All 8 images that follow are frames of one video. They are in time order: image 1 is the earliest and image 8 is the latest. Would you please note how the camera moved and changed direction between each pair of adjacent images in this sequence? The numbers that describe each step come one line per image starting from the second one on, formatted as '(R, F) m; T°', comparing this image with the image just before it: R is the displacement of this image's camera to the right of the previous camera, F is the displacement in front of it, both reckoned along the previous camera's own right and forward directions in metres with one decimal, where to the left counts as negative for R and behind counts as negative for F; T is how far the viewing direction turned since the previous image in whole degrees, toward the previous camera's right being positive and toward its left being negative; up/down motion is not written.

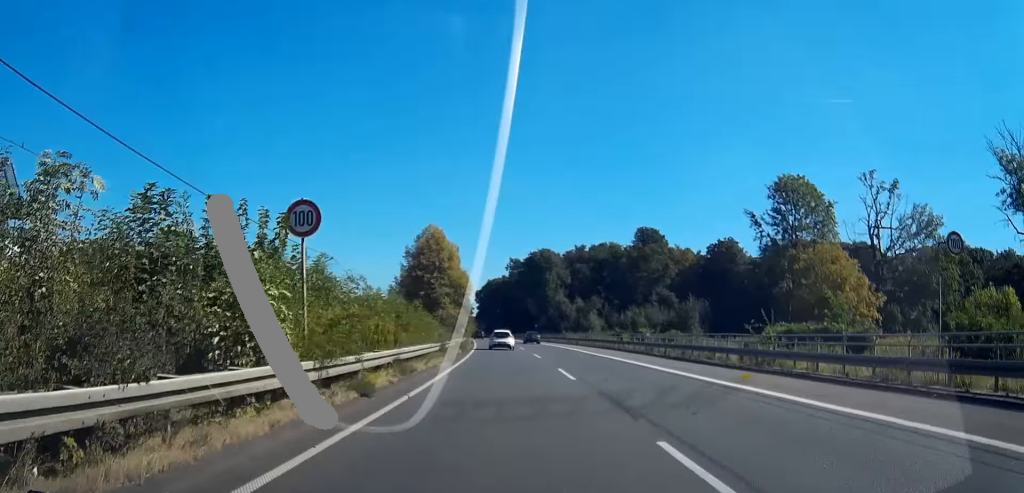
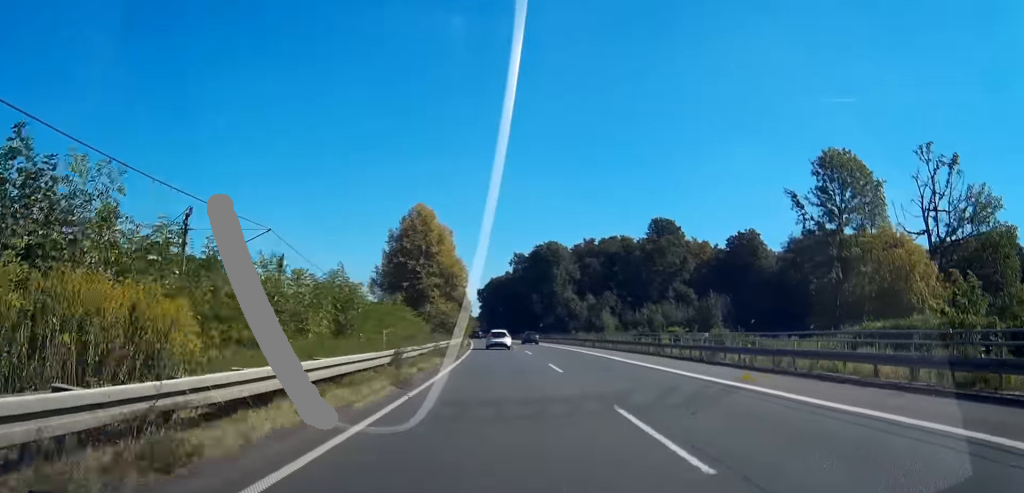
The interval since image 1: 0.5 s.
(-0.1, +14.2) m; -1°
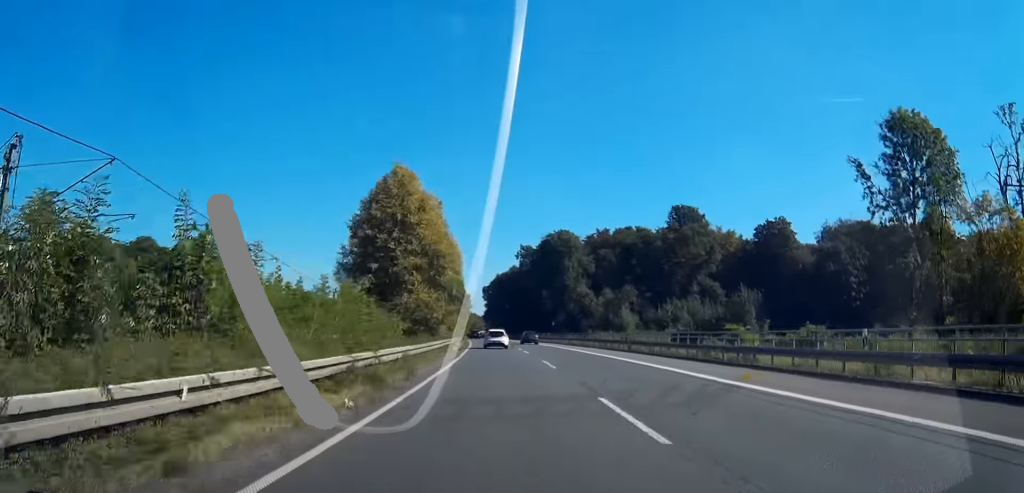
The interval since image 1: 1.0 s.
(+0.2, +16.2) m; -1°
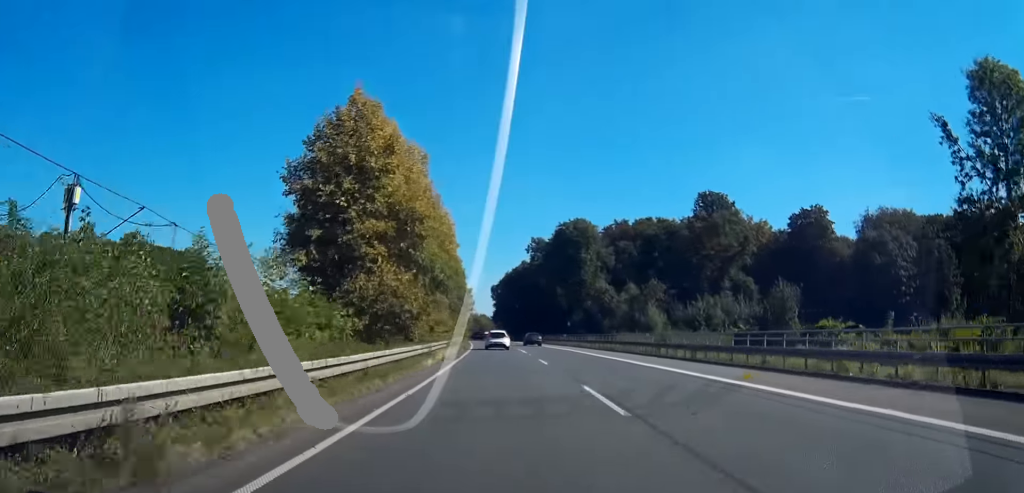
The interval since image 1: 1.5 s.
(-0.5, +15.1) m; -1°
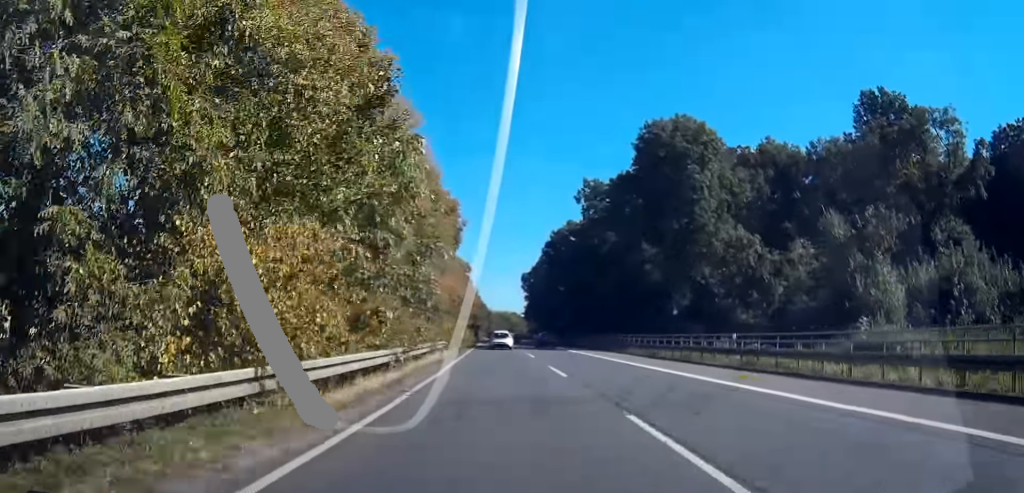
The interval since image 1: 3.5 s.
(-1.6, +60.2) m; -2°
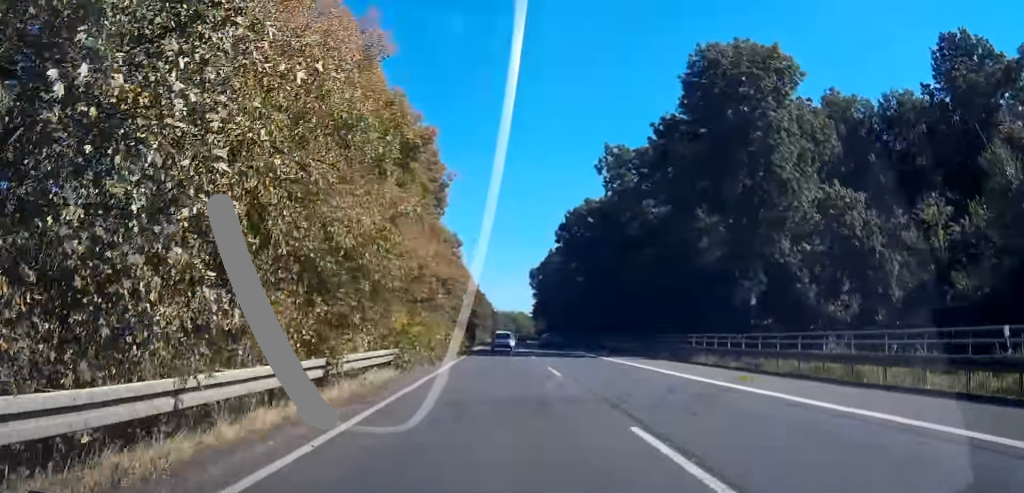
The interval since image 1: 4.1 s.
(+0.1, +18.2) m; 0°
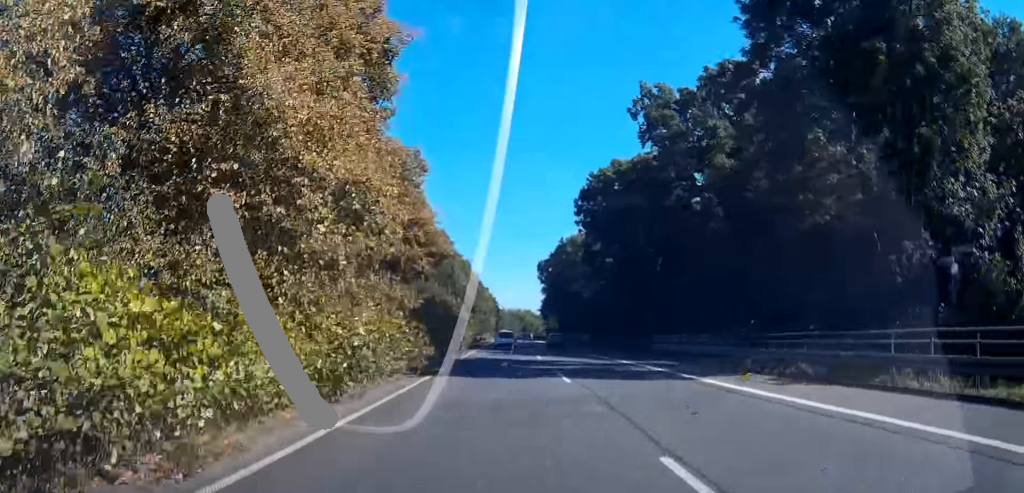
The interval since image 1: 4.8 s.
(-0.1, +20.4) m; +1°
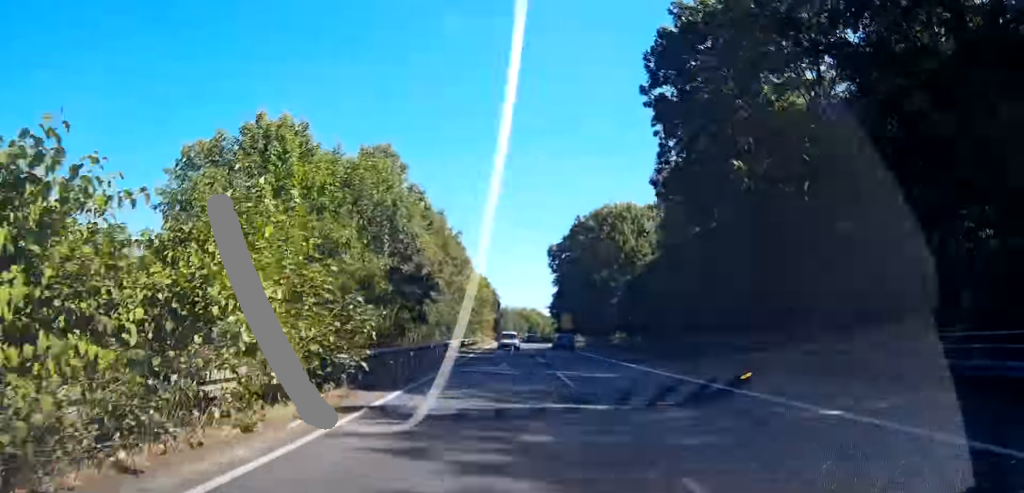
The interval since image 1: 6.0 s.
(+1.0, +37.2) m; +1°
